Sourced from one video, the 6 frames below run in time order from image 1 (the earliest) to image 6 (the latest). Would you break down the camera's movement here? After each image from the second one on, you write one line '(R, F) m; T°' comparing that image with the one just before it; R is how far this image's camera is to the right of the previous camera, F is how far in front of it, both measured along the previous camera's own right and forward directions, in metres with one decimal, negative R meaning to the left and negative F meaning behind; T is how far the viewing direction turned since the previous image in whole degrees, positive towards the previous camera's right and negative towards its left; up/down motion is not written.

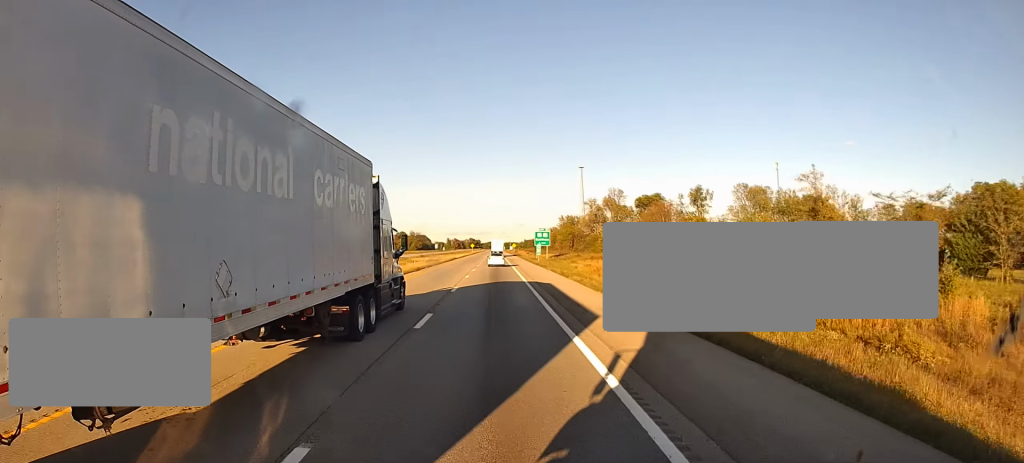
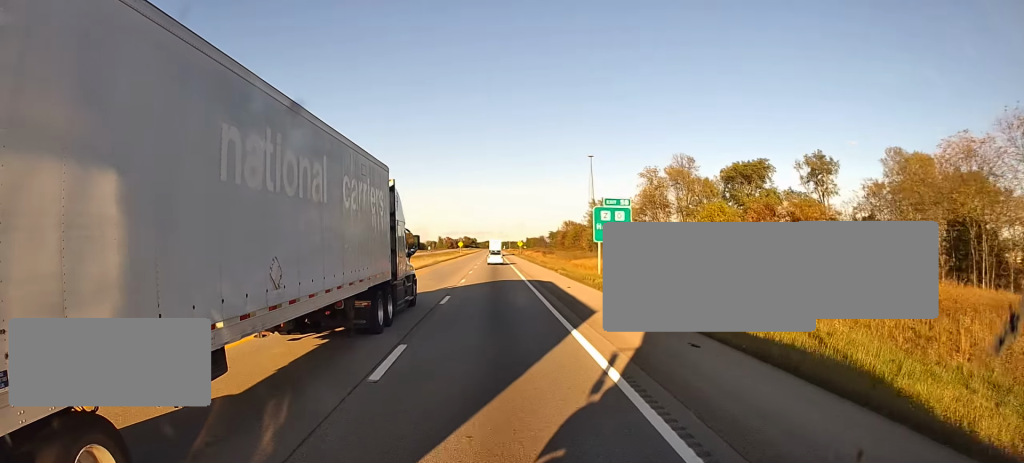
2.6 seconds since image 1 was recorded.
(+1.0, +77.3) m; +2°
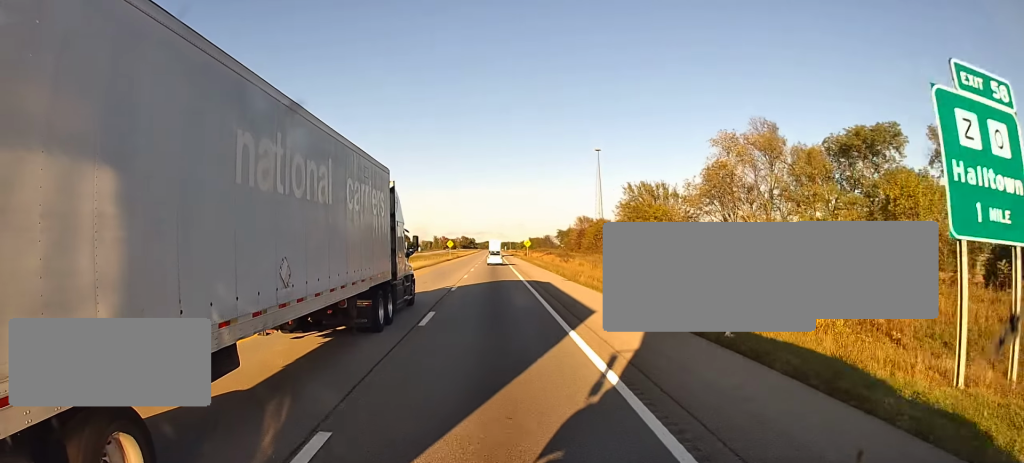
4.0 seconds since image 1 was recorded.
(-0.2, +41.5) m; -1°
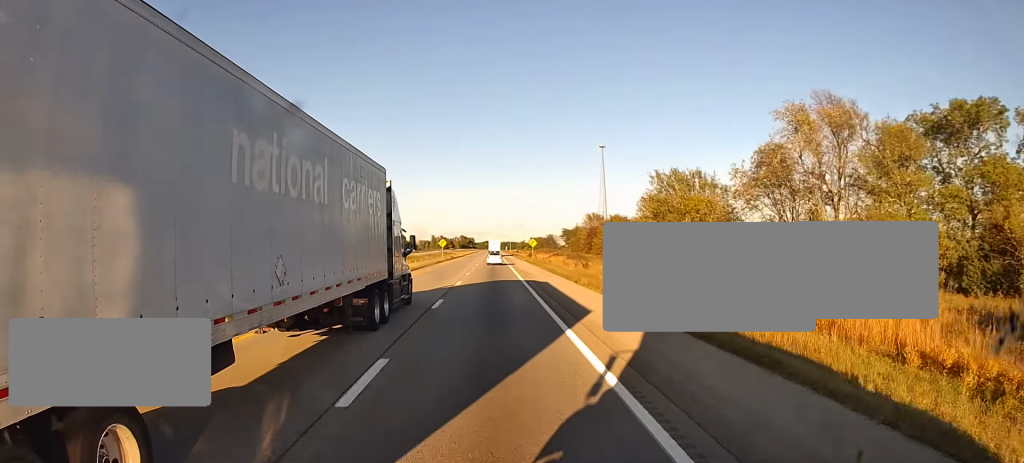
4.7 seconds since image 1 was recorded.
(-0.2, +19.7) m; 0°
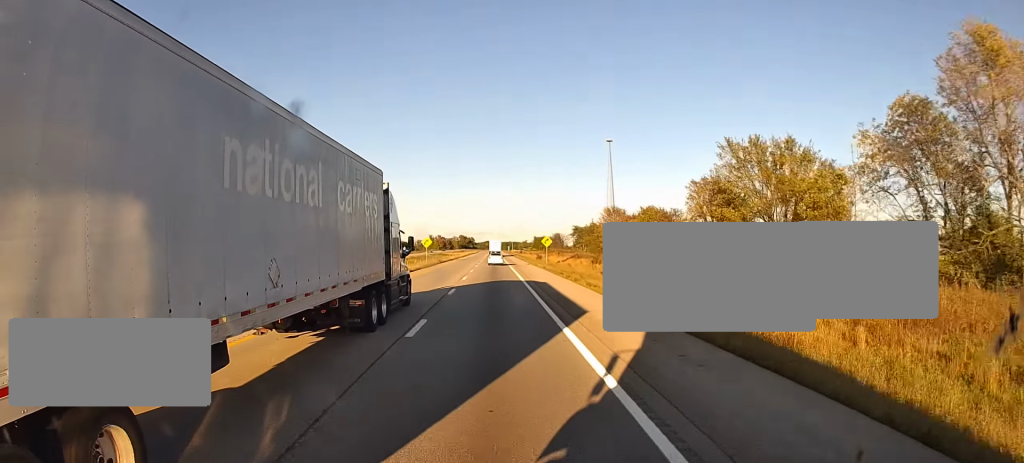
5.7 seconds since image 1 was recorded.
(+0.1, +29.6) m; +1°
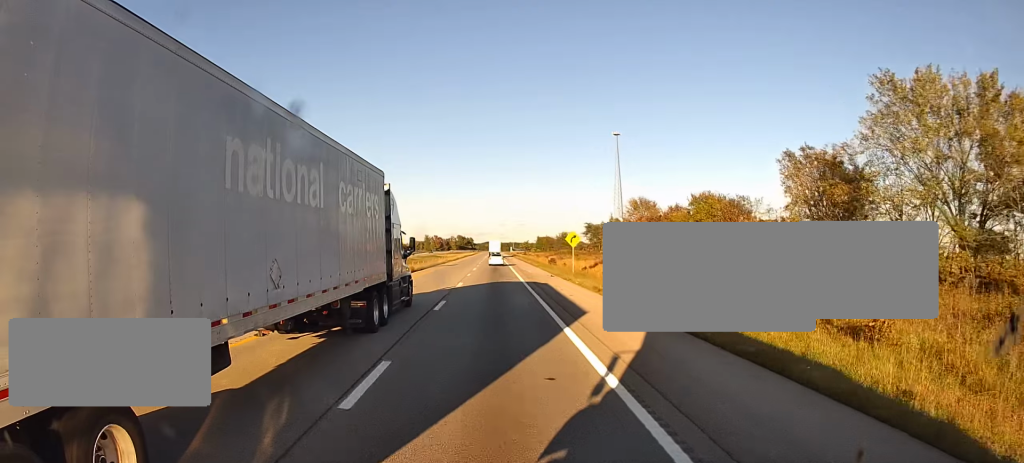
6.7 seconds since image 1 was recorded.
(+0.2, +29.9) m; +1°
